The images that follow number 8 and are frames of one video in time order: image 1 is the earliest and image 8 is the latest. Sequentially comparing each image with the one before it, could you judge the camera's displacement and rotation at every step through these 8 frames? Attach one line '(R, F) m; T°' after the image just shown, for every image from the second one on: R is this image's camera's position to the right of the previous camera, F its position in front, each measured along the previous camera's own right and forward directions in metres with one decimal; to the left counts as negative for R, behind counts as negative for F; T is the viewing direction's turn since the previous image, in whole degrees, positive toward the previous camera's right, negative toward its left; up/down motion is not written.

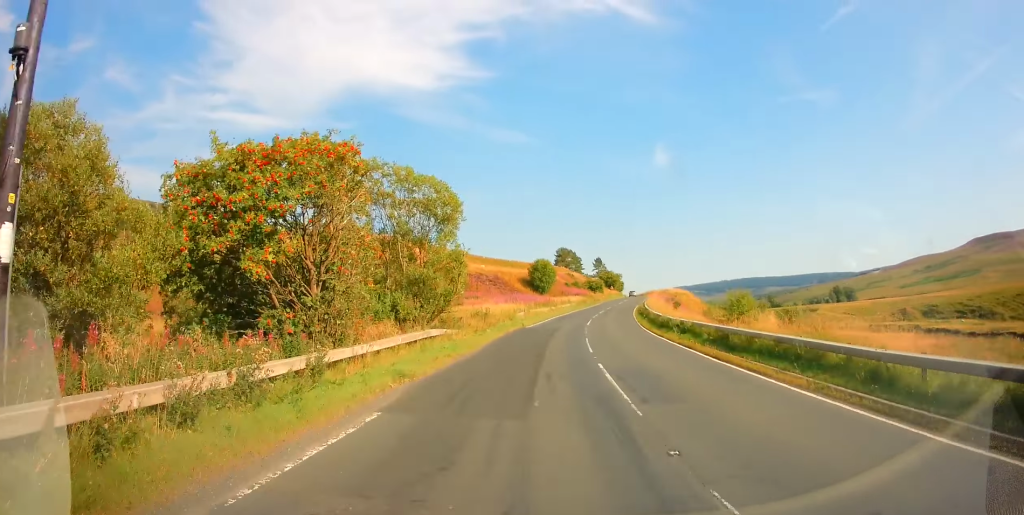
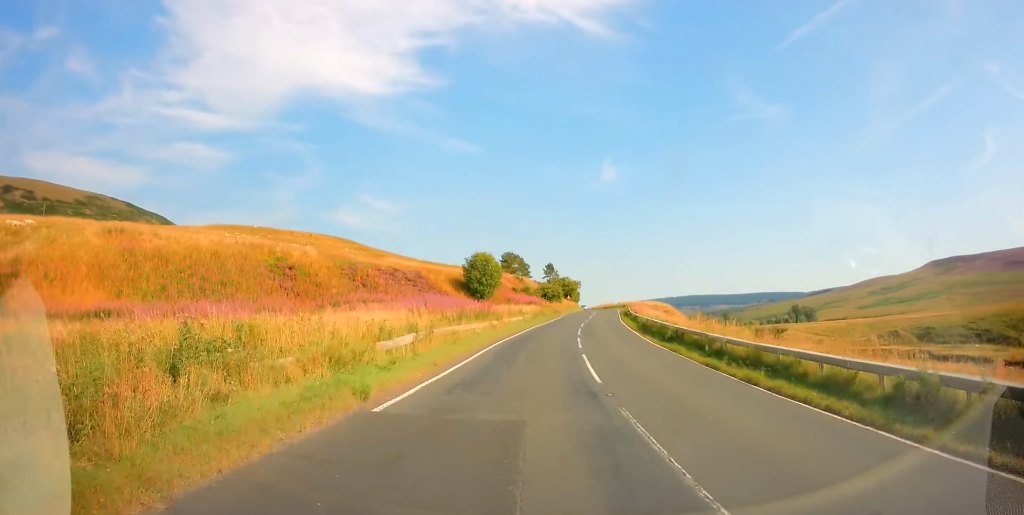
(+1.3, +23.1) m; +6°
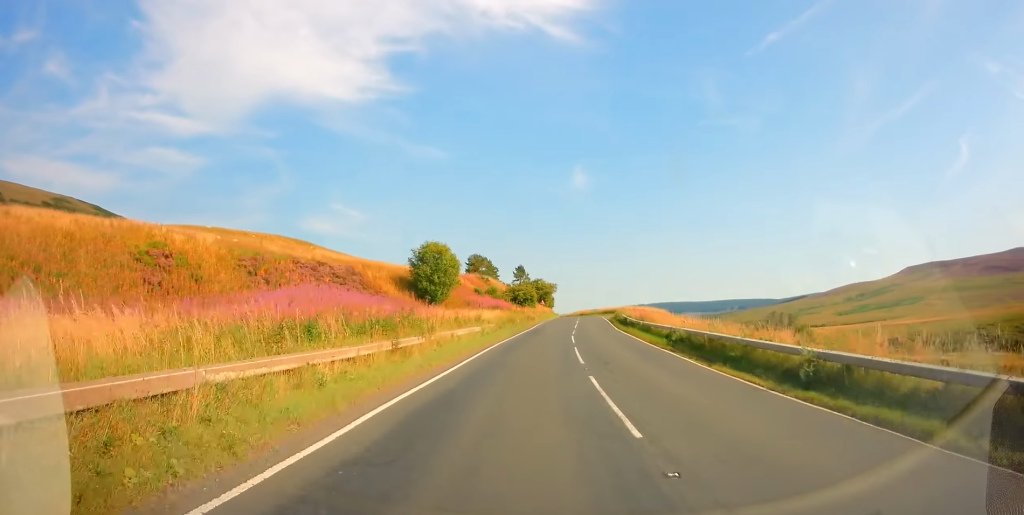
(+0.4, +14.1) m; +3°
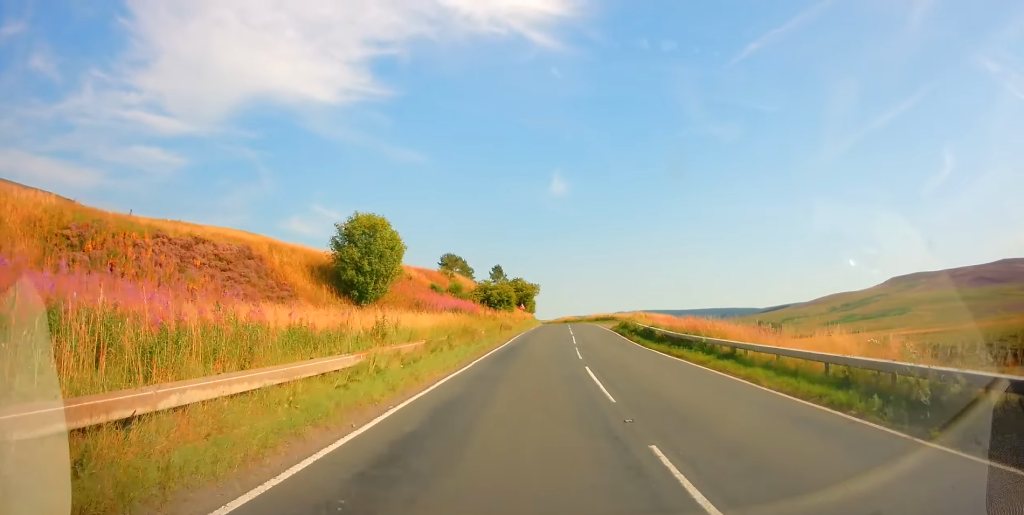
(+0.6, +15.3) m; +2°
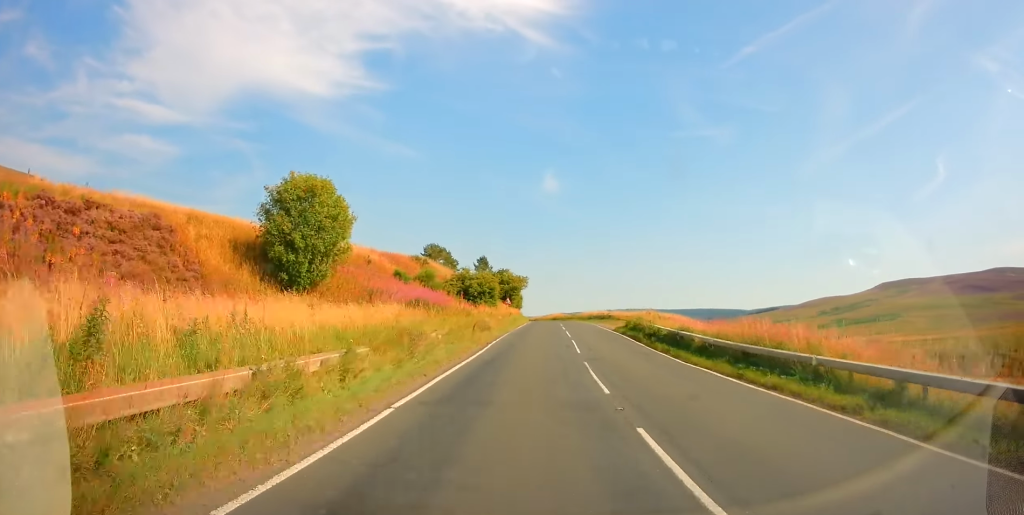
(-0.2, +8.3) m; +1°
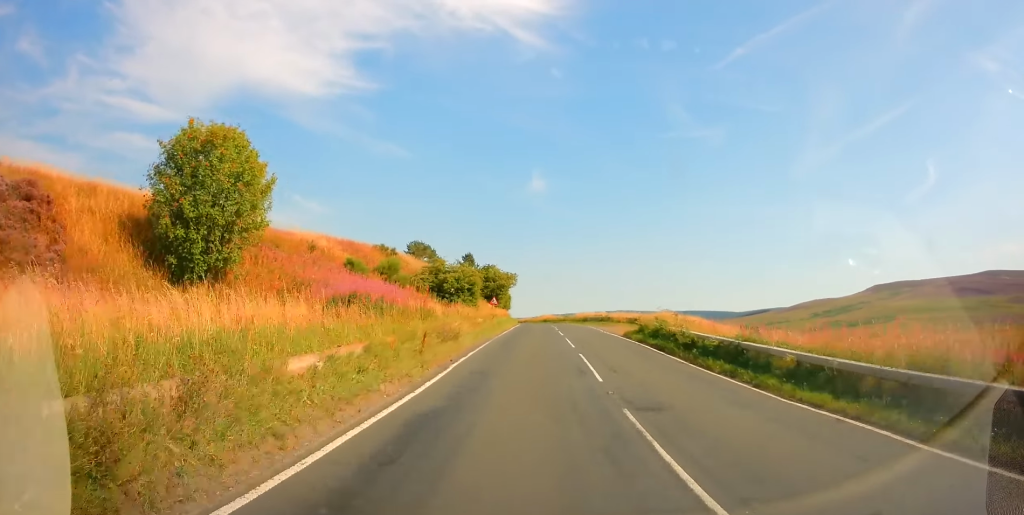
(-0.1, +7.7) m; +1°
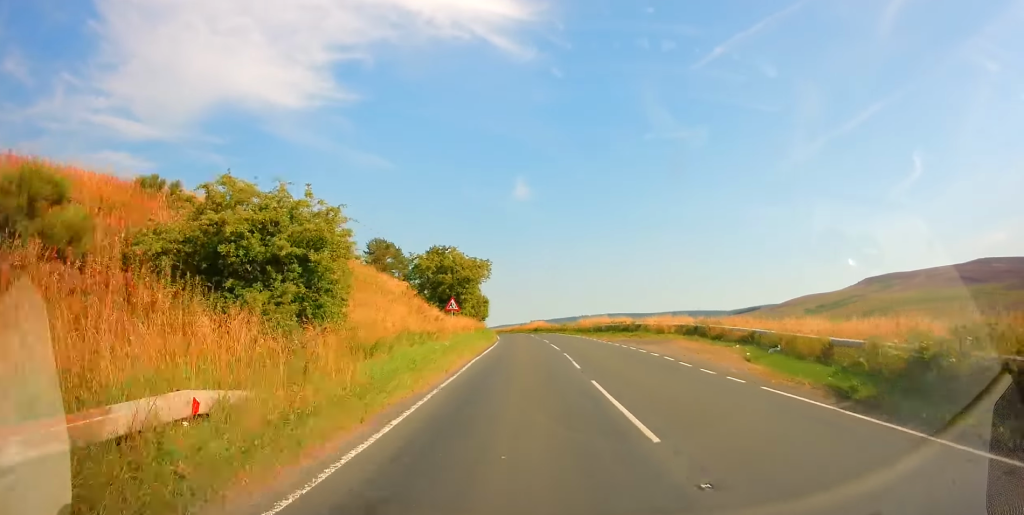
(+1.3, +23.8) m; +3°
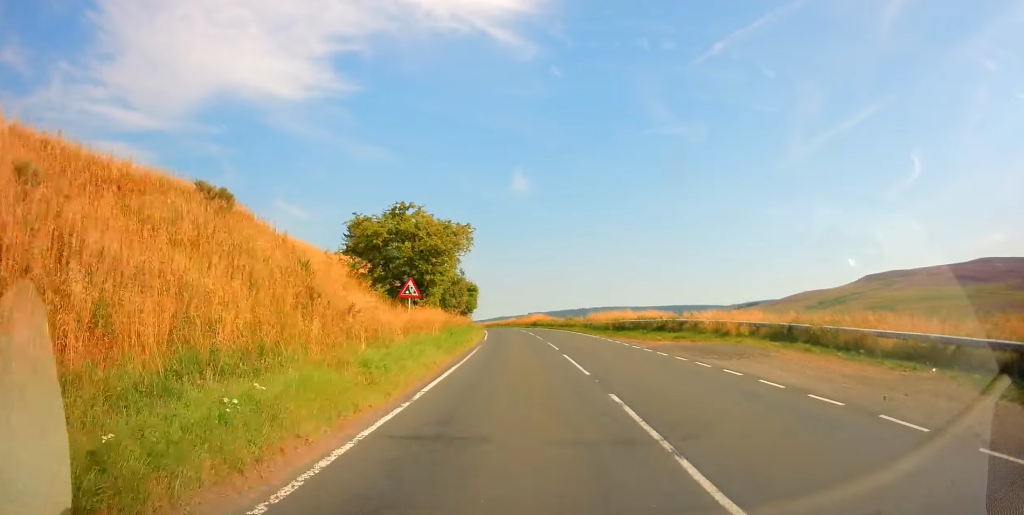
(0.0, +12.3) m; -1°
